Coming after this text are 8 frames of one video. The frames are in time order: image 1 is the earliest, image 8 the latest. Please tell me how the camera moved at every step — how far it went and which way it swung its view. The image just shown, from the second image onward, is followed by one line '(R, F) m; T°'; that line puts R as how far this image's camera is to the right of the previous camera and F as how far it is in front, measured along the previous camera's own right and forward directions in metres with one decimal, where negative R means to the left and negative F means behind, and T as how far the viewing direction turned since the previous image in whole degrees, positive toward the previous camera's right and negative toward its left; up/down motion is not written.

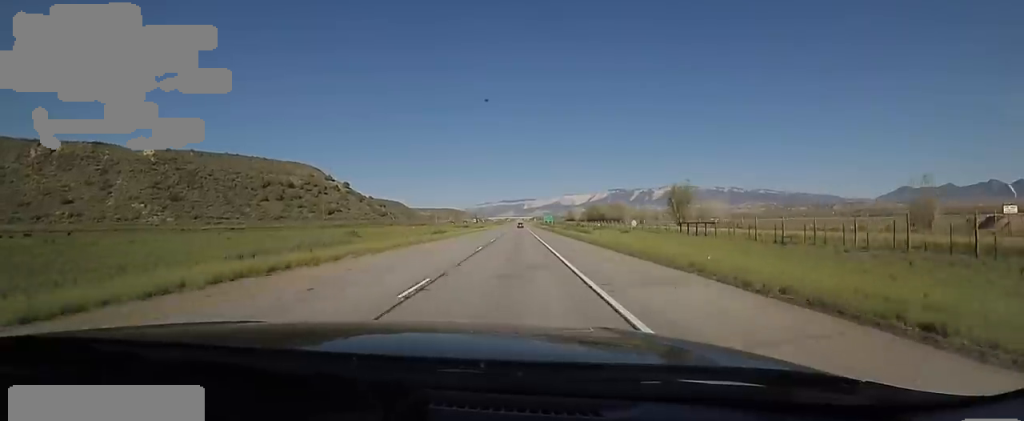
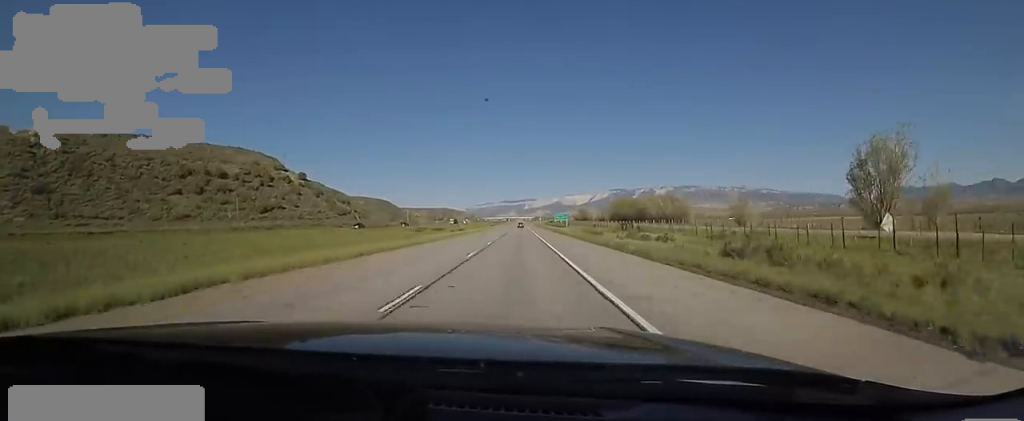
(+1.1, +79.9) m; +2°
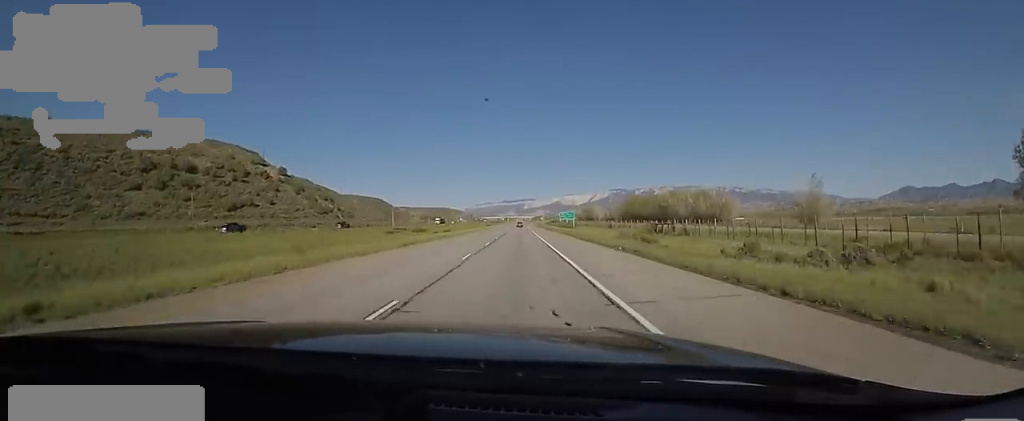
(+0.8, +26.1) m; 0°
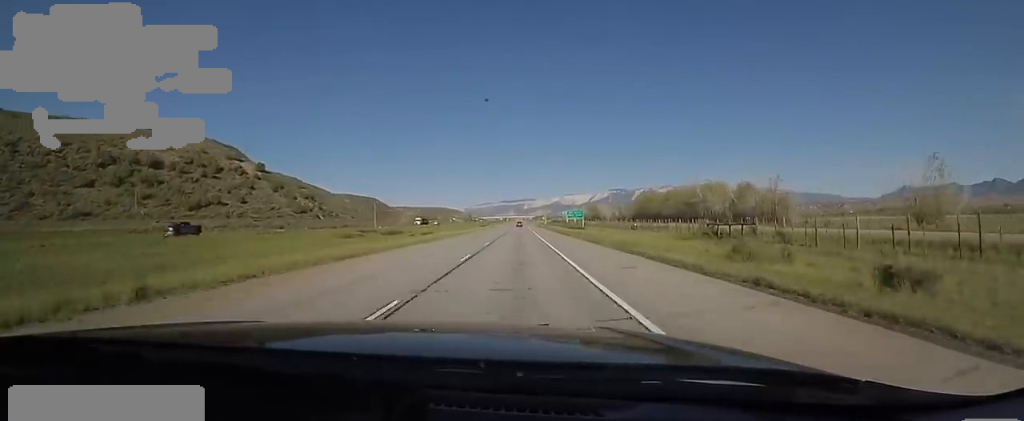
(-0.9, +24.8) m; -2°
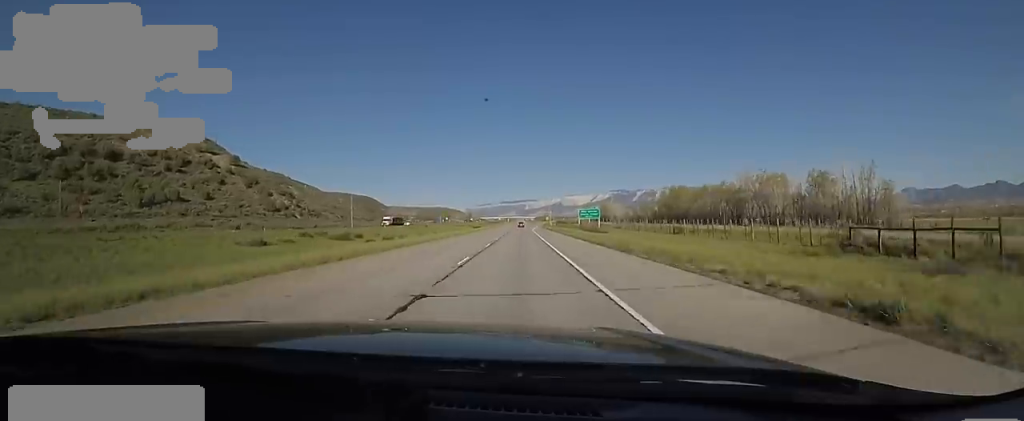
(-0.2, +25.8) m; 0°
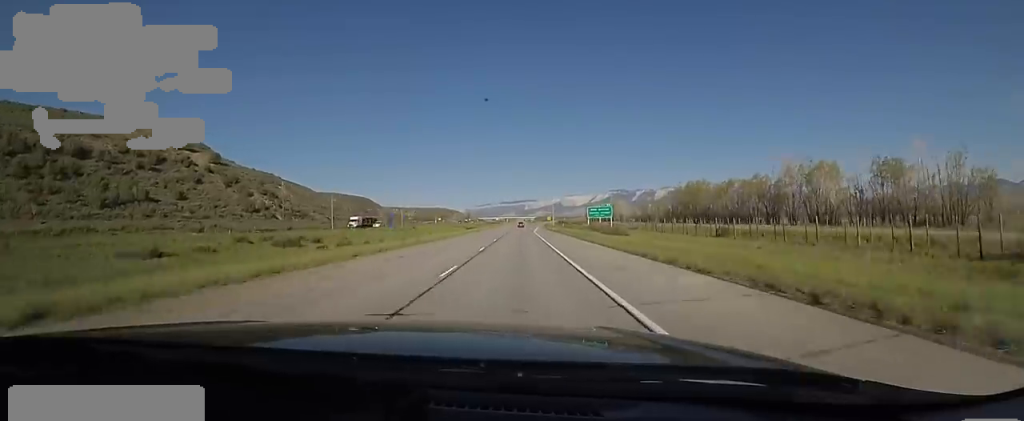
(0.0, +15.7) m; 0°
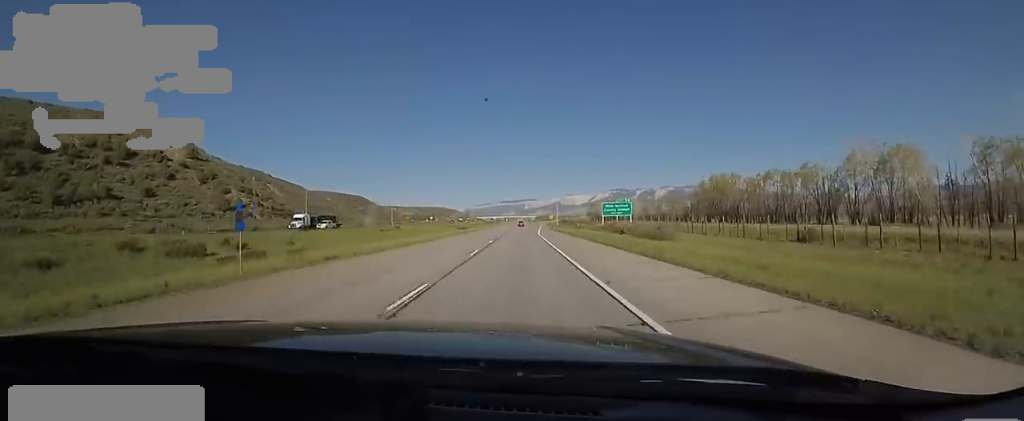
(0.0, +16.7) m; 0°
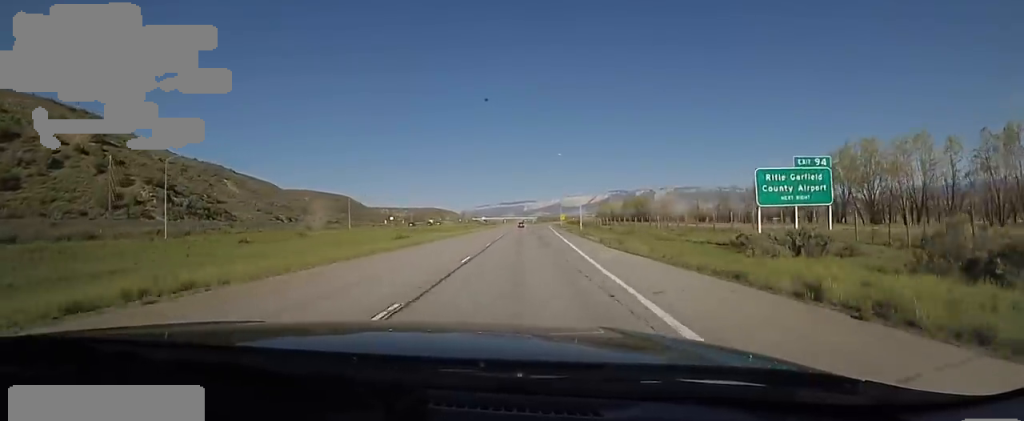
(0.0, +51.1) m; 0°
